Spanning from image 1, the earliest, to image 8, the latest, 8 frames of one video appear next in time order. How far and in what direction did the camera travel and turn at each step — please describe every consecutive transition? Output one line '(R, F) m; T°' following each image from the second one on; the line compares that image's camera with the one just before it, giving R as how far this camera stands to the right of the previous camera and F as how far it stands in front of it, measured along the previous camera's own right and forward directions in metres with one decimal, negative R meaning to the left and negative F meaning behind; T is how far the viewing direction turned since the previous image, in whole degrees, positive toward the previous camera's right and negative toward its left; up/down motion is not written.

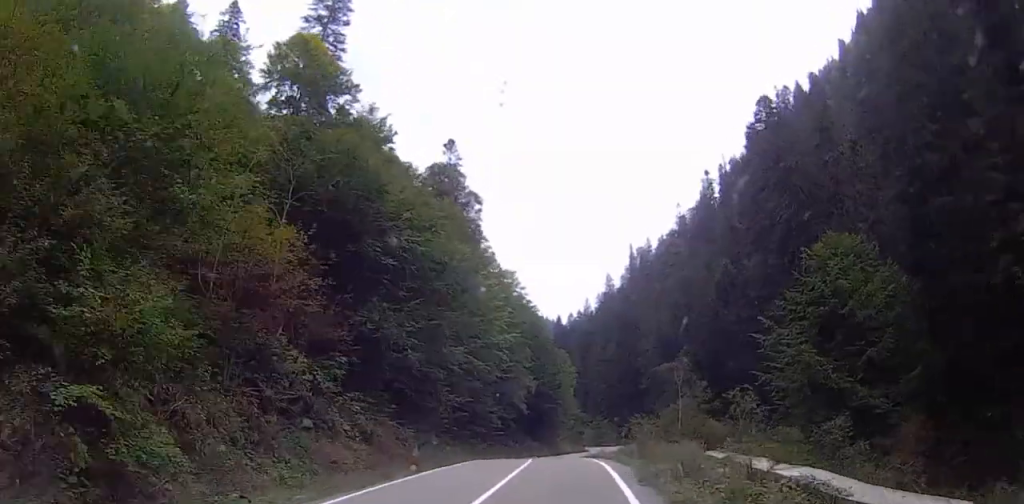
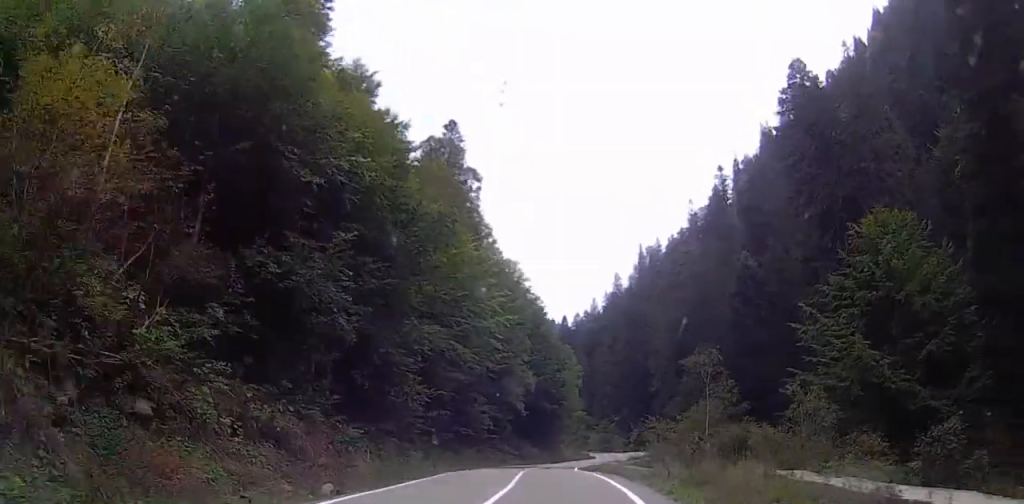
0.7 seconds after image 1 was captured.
(0.0, +10.3) m; 0°
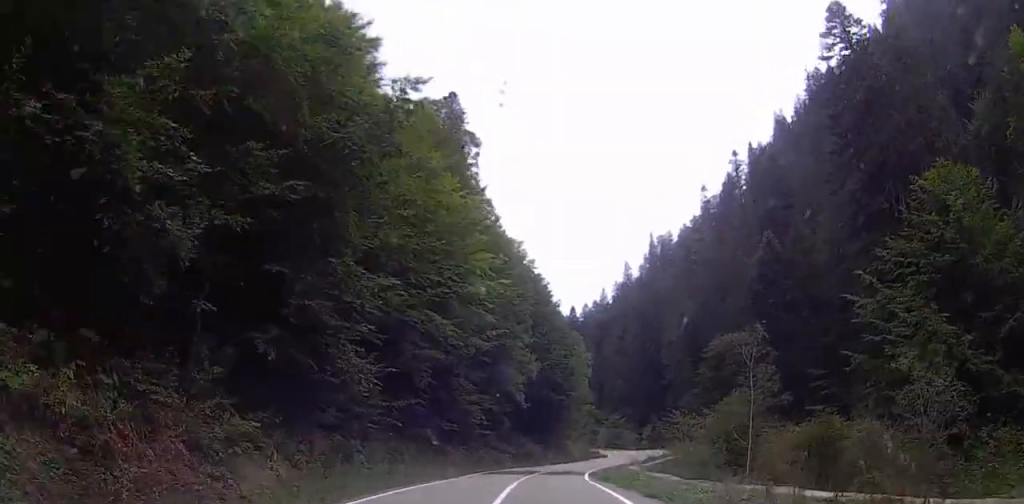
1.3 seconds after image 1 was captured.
(0.0, +10.3) m; +1°
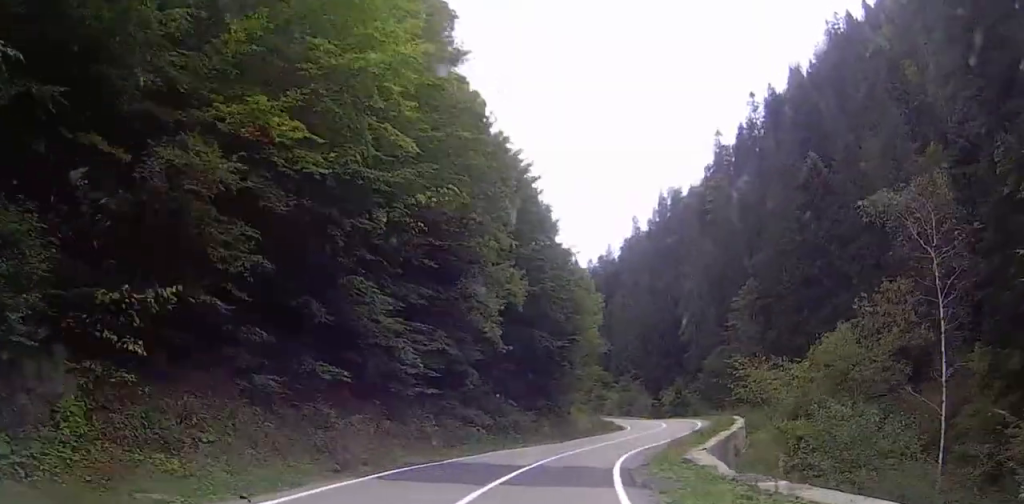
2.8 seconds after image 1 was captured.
(+0.8, +21.7) m; +4°
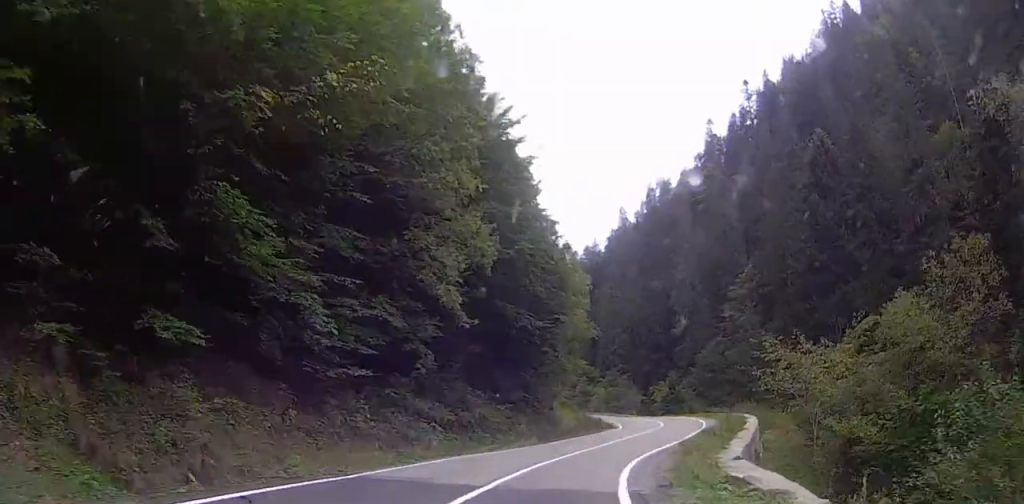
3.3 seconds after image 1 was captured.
(+0.1, +8.3) m; 0°
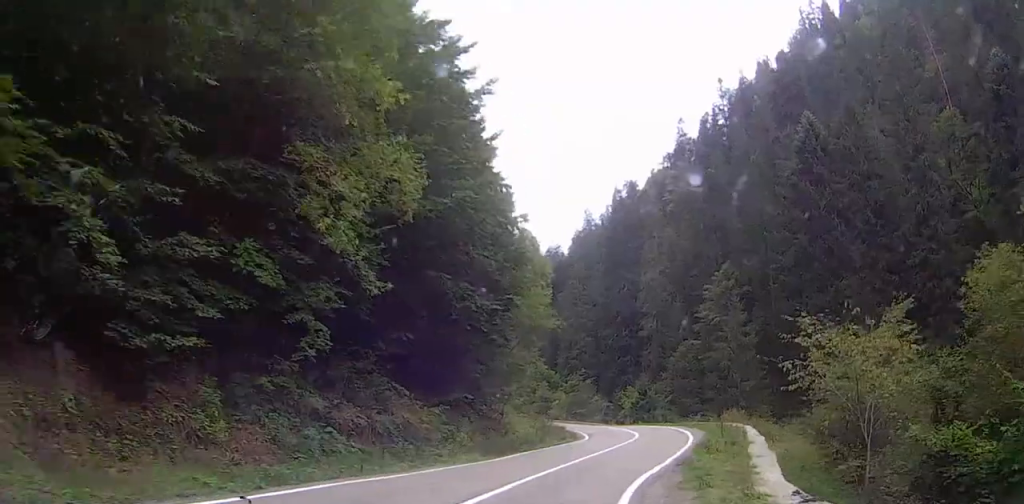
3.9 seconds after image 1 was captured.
(0.0, +8.8) m; 0°
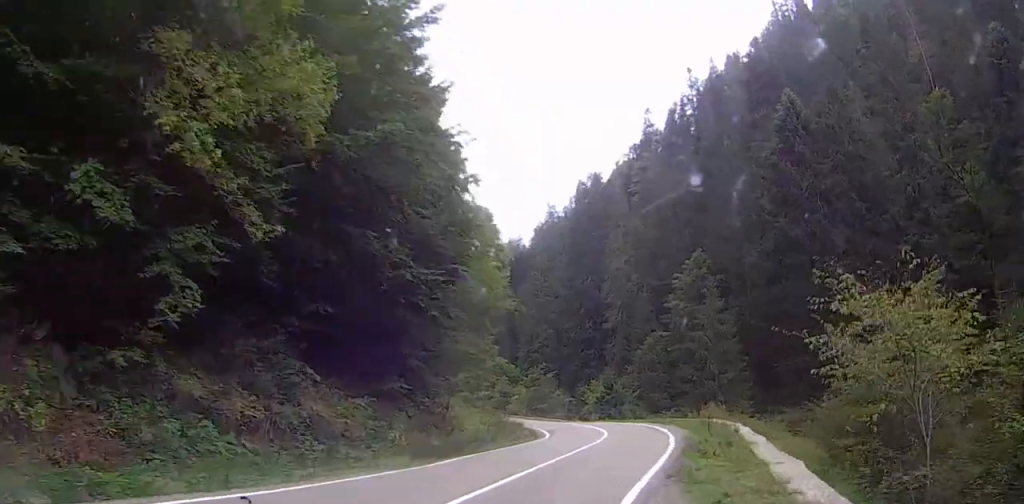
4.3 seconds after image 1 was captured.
(0.0, +5.7) m; 0°
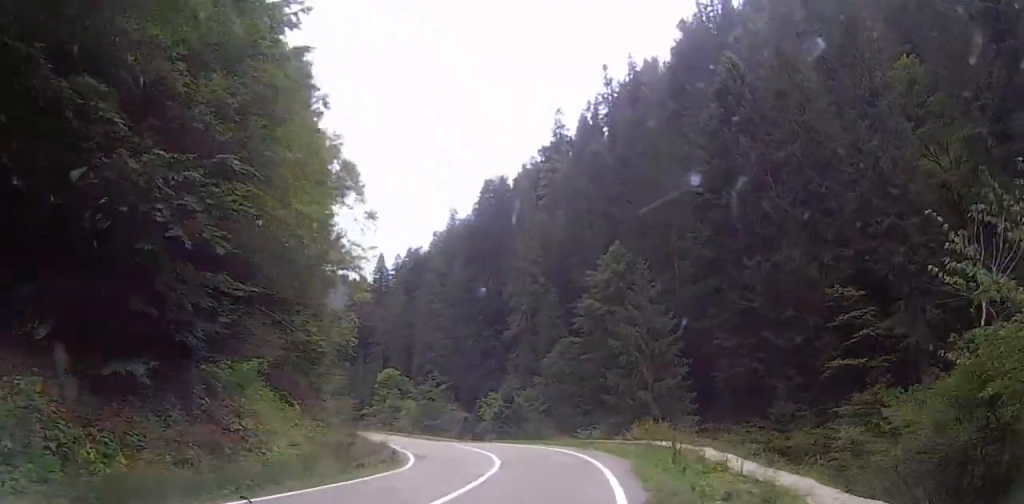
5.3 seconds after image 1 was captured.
(0.0, +13.1) m; 0°
